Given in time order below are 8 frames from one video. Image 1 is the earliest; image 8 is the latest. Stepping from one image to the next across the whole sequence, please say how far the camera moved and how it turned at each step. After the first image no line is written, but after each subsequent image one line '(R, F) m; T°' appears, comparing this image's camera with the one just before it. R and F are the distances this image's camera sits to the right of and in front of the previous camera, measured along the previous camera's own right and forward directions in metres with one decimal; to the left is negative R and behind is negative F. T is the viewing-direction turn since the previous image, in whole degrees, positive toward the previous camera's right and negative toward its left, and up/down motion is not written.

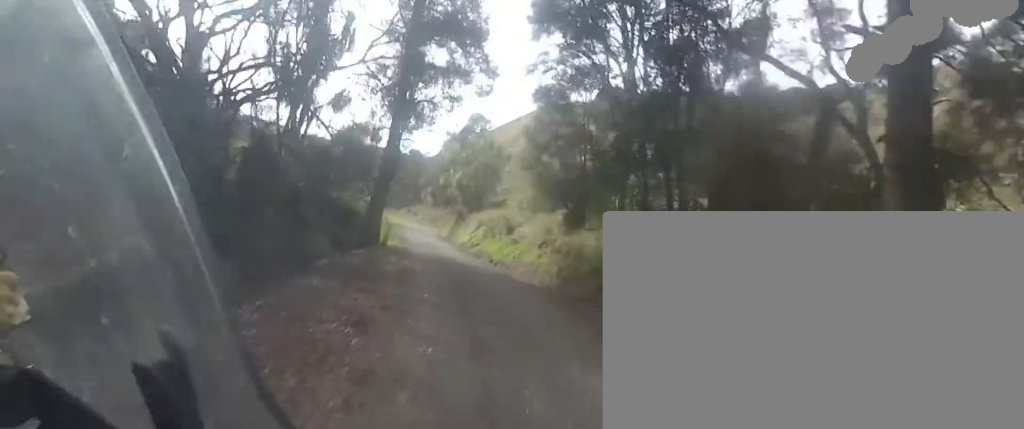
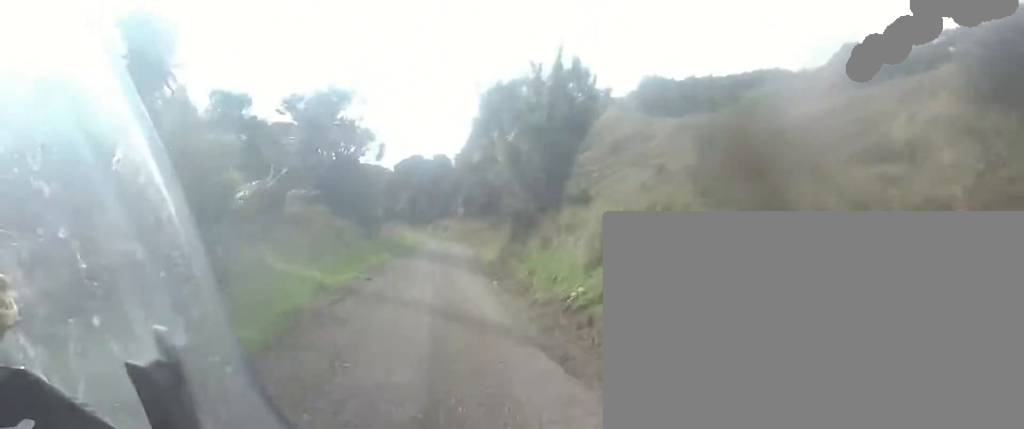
(-2.1, +23.7) m; -4°
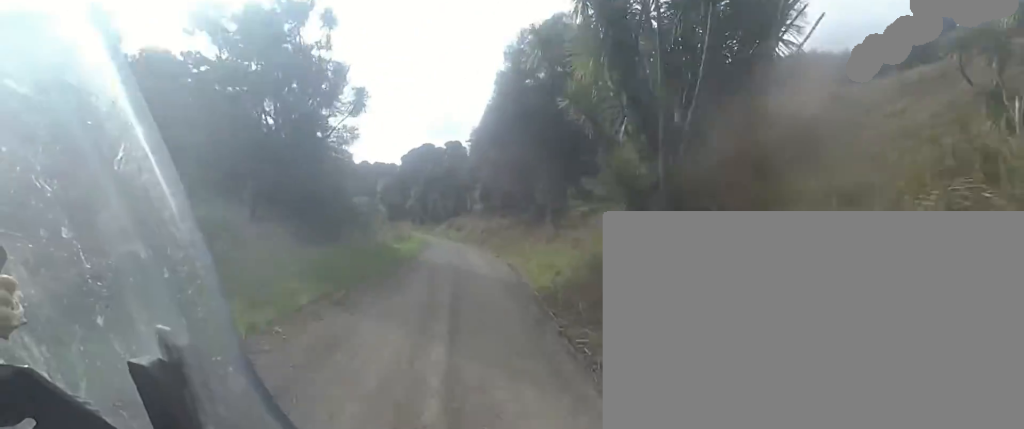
(+0.2, +11.5) m; +4°
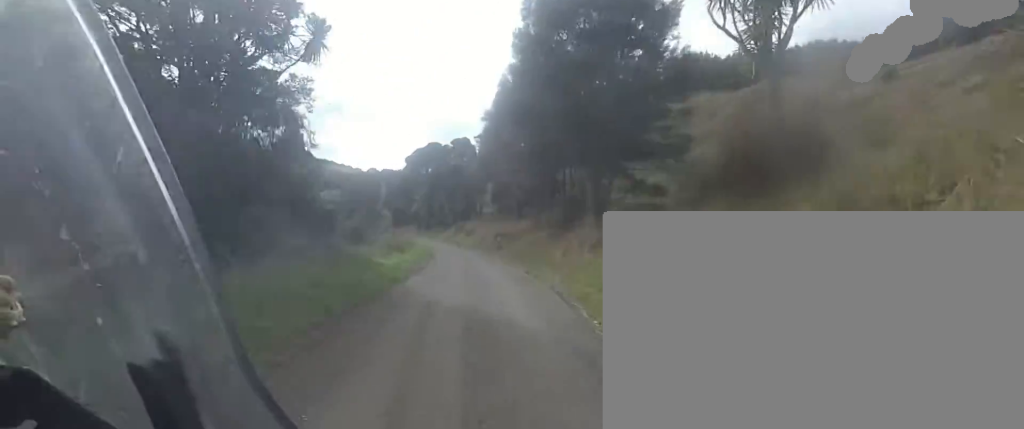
(+0.2, +7.6) m; +1°
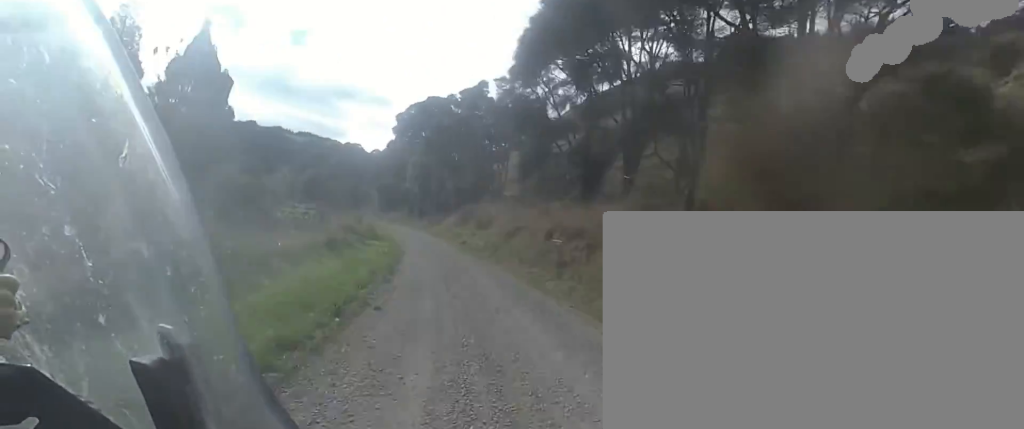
(-0.1, +23.0) m; -6°
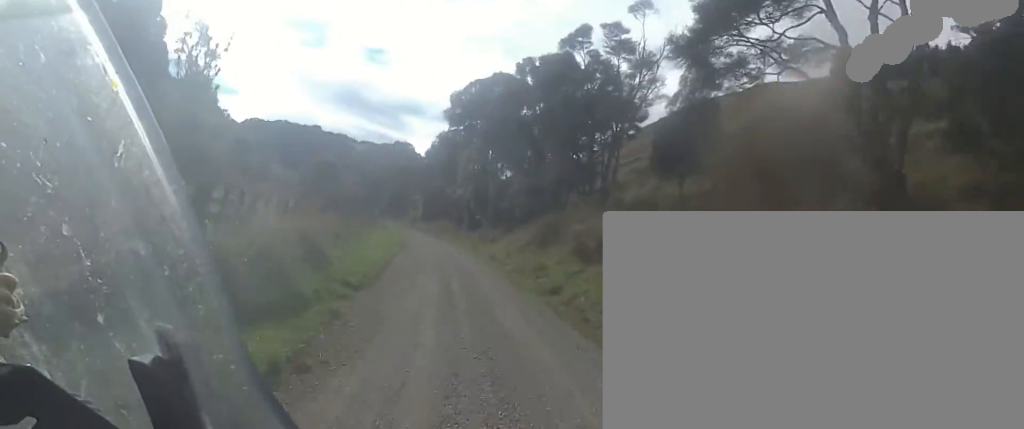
(-1.5, +19.0) m; -7°
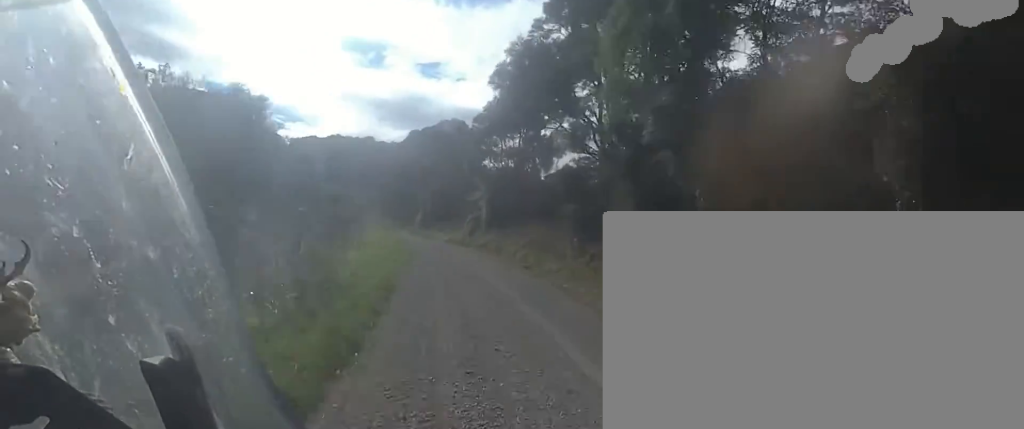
(-2.1, +32.3) m; -9°
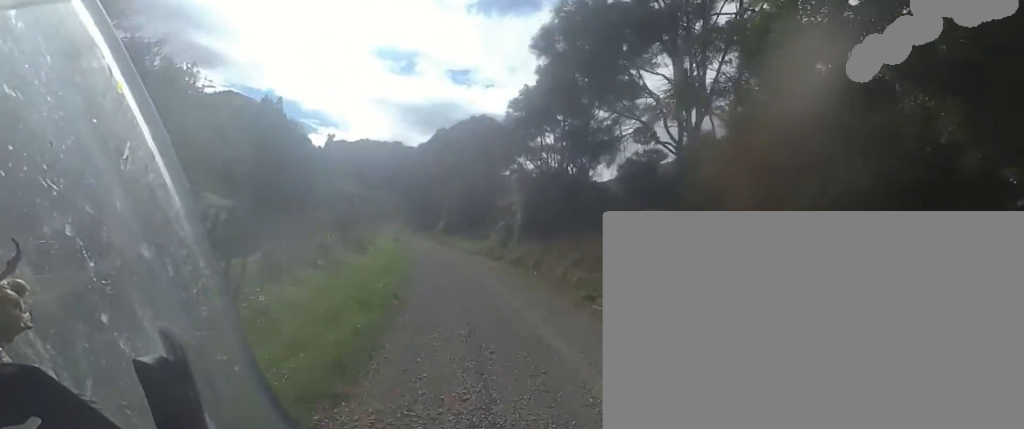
(0.0, +7.3) m; -3°
